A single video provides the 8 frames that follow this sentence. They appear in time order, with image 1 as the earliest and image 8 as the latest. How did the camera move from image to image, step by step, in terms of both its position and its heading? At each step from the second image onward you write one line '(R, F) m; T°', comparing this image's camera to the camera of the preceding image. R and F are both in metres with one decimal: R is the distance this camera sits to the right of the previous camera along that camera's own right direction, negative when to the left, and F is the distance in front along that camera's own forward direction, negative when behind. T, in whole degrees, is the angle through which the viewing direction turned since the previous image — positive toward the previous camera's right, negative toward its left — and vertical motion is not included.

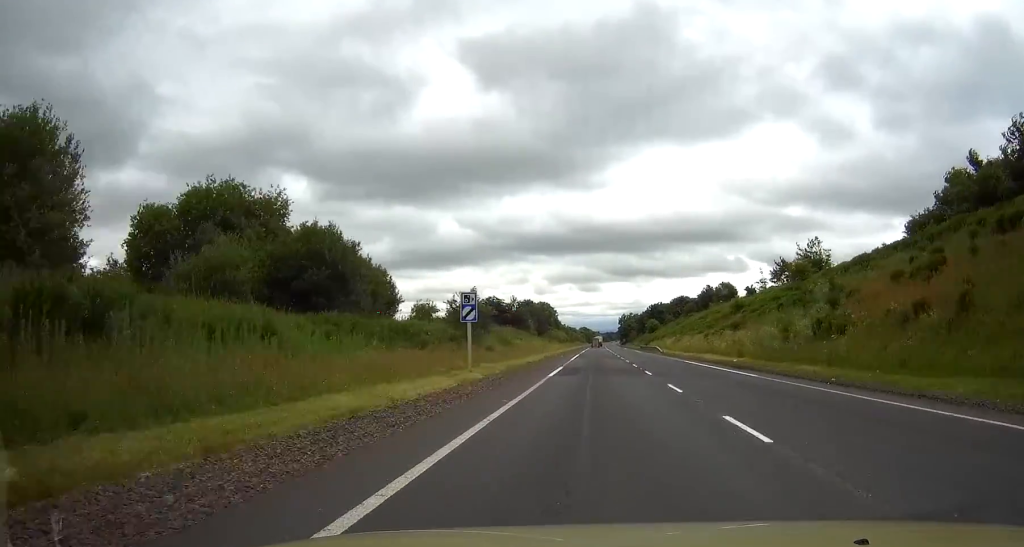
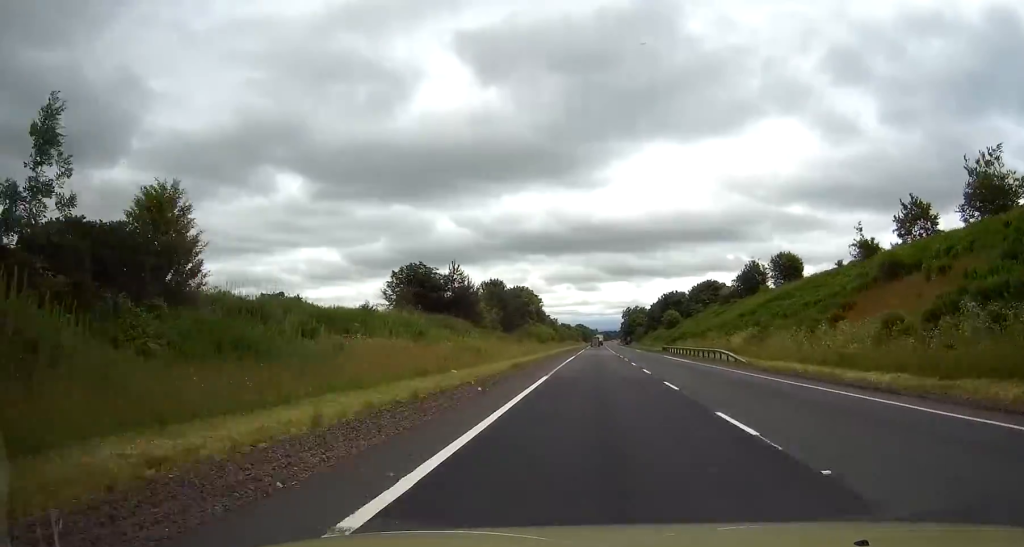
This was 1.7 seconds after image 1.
(0.0, +46.0) m; 0°
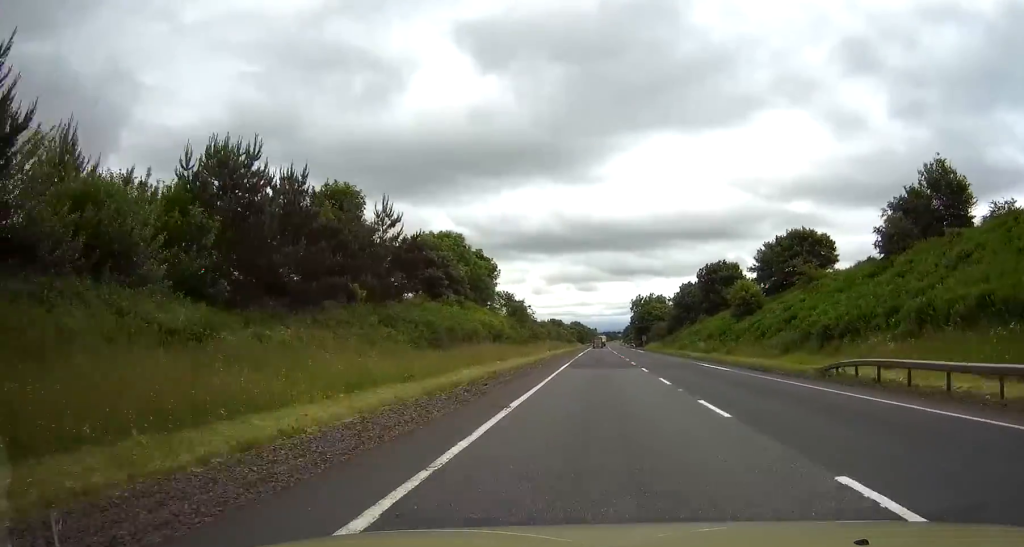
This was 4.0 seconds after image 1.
(+0.2, +63.1) m; 0°
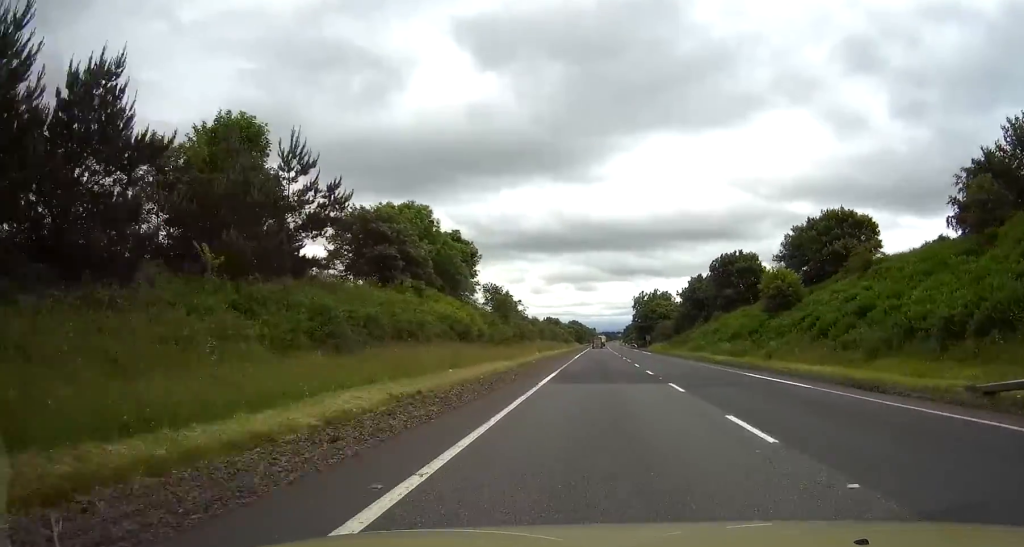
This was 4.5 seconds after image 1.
(0.0, +12.6) m; 0°
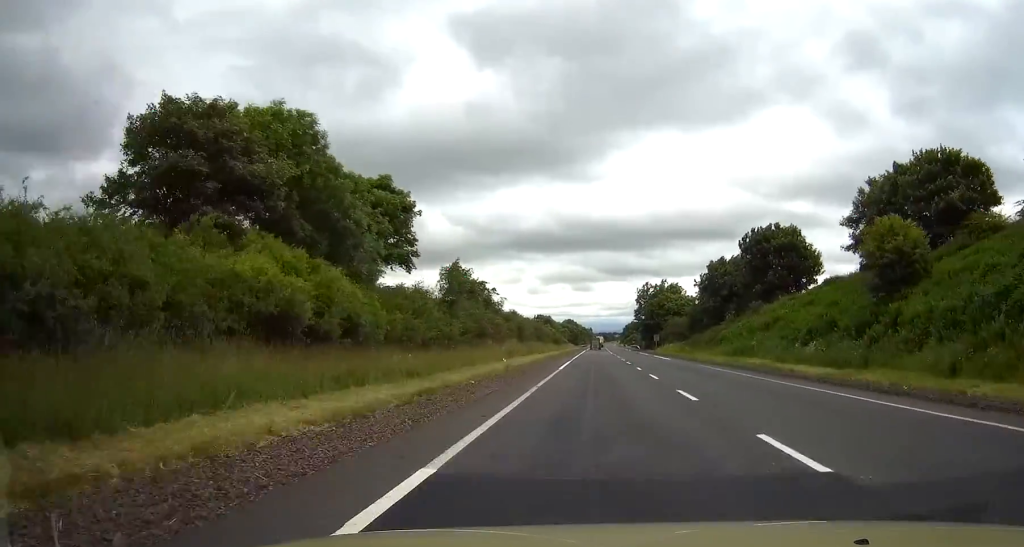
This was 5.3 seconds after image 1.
(0.0, +21.6) m; 0°
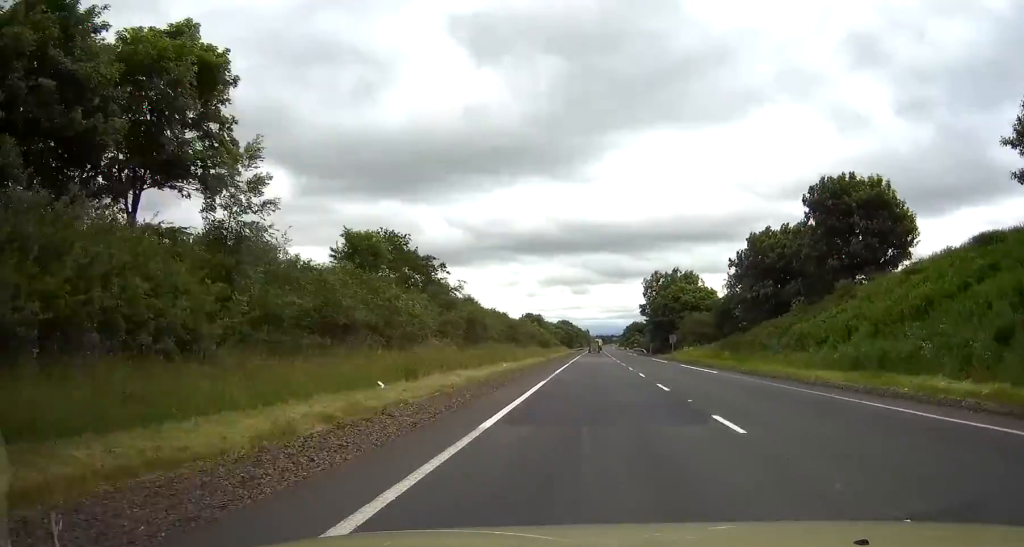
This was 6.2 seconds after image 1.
(0.0, +23.8) m; 0°
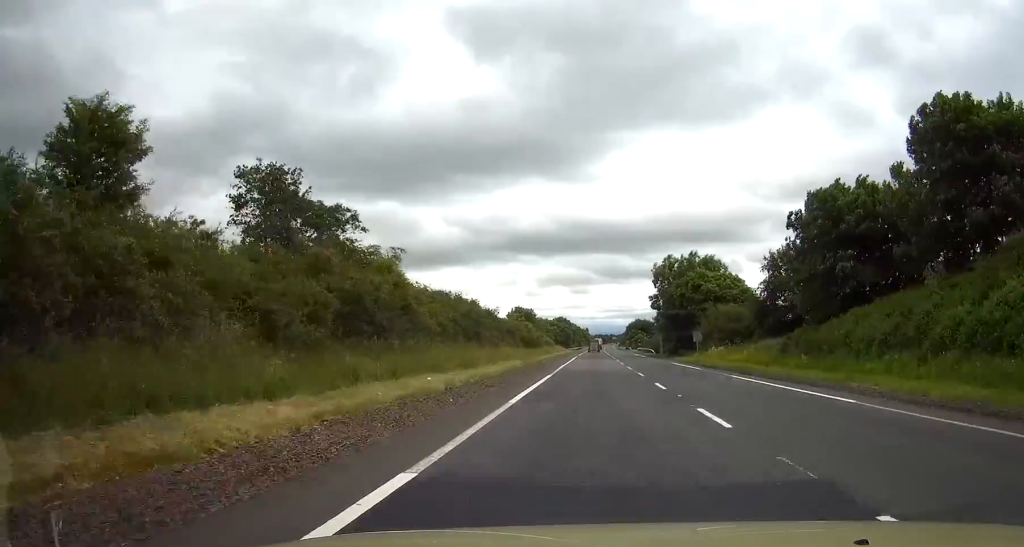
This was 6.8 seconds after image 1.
(+0.1, +18.7) m; 0°
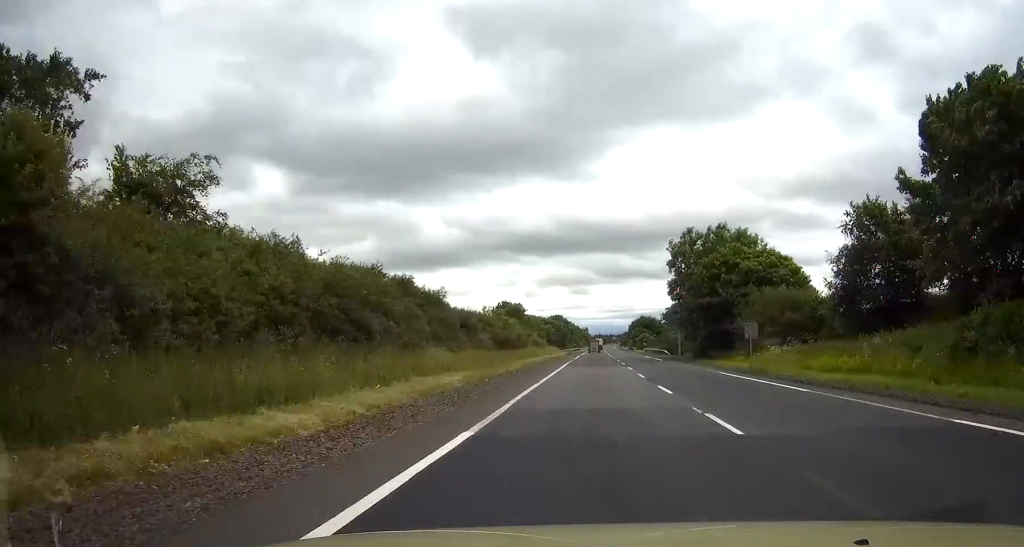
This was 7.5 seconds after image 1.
(+0.1, +20.0) m; 0°
